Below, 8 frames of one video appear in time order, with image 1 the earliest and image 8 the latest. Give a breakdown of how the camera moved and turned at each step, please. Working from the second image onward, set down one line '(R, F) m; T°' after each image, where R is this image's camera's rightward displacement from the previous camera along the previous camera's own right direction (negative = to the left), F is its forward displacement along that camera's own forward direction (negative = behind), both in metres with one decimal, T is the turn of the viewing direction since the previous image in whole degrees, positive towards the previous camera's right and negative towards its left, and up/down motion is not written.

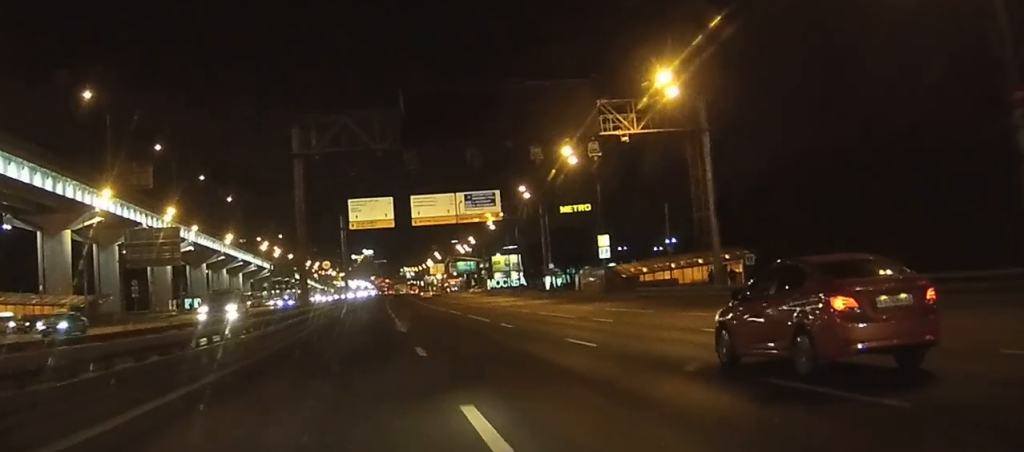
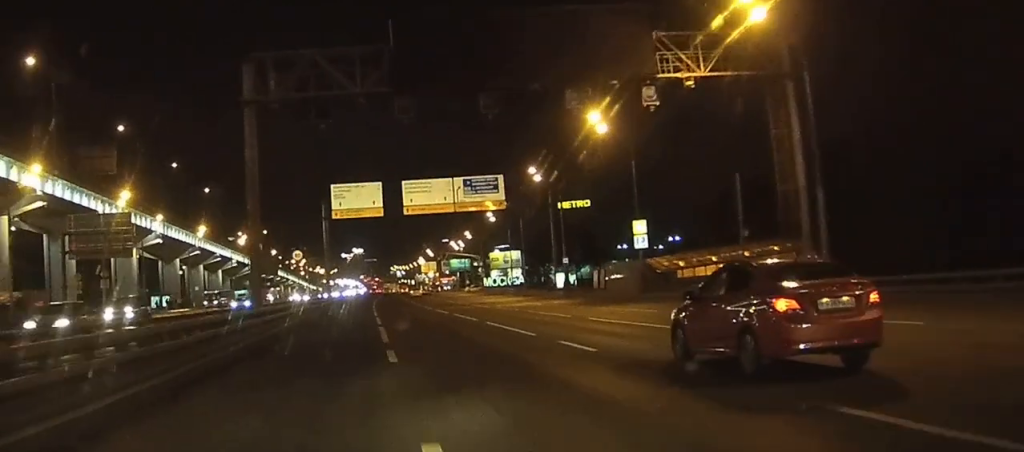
(+0.1, +14.9) m; 0°
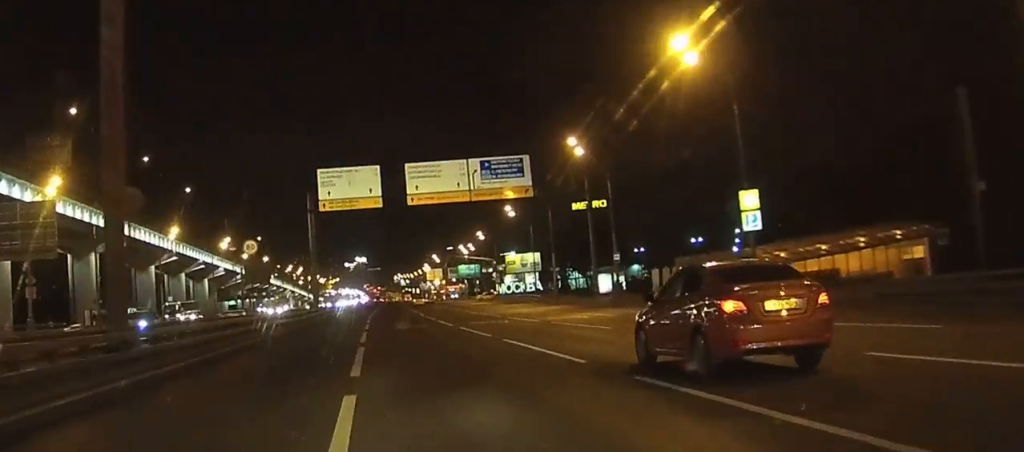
(+0.1, +20.1) m; 0°
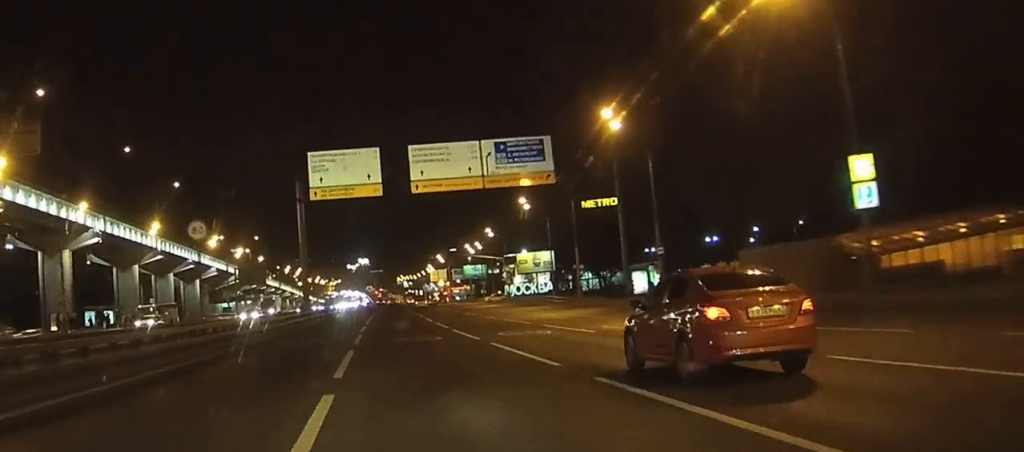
(0.0, +11.1) m; 0°
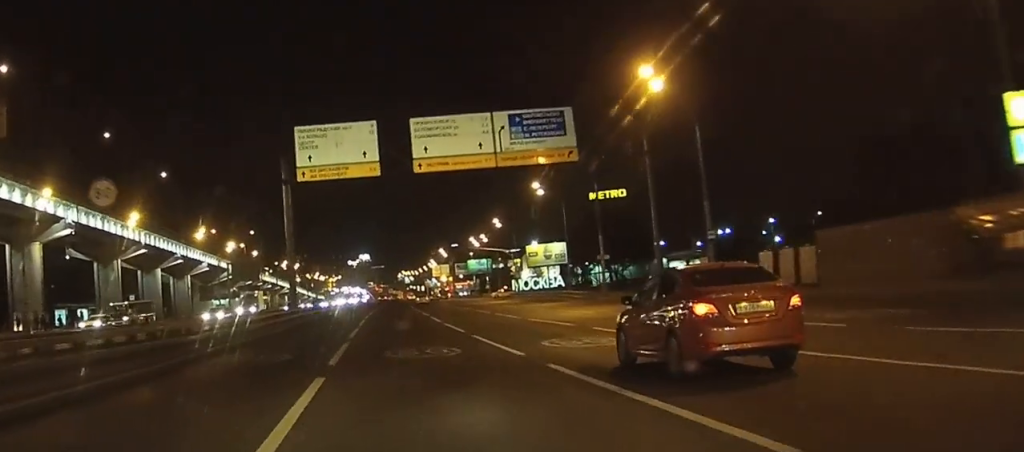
(0.0, +9.6) m; 0°
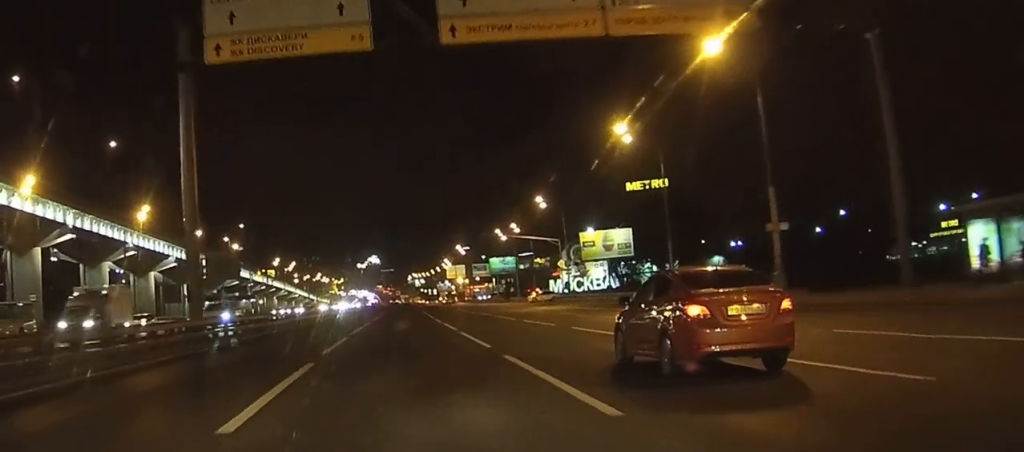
(-0.2, +32.9) m; 0°
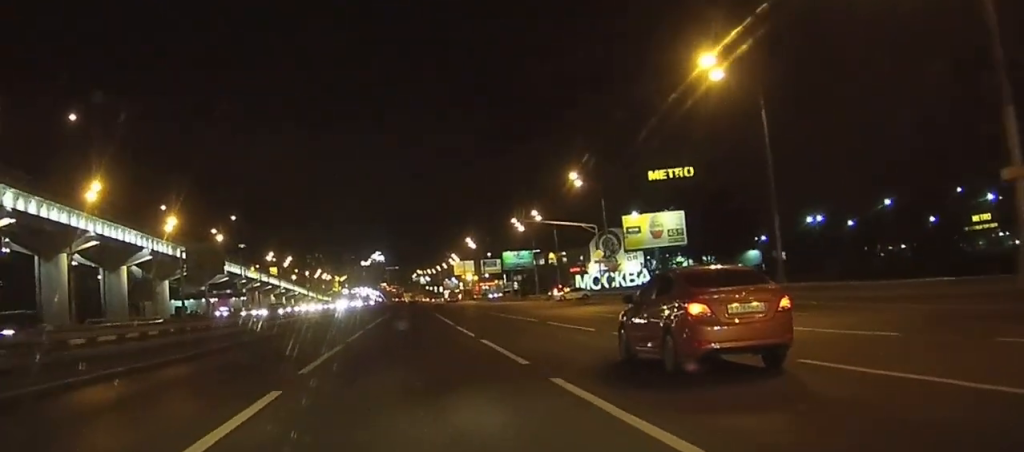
(0.0, +17.3) m; 0°
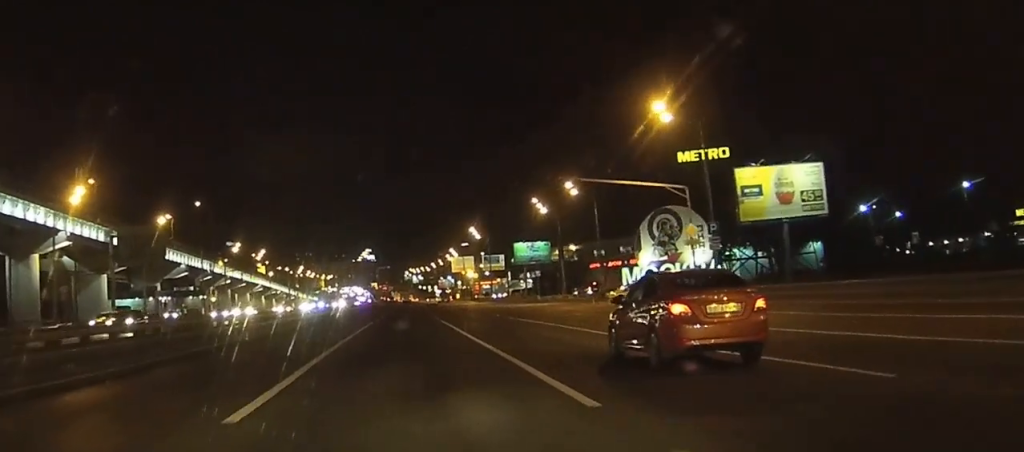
(+0.2, +29.8) m; +1°
